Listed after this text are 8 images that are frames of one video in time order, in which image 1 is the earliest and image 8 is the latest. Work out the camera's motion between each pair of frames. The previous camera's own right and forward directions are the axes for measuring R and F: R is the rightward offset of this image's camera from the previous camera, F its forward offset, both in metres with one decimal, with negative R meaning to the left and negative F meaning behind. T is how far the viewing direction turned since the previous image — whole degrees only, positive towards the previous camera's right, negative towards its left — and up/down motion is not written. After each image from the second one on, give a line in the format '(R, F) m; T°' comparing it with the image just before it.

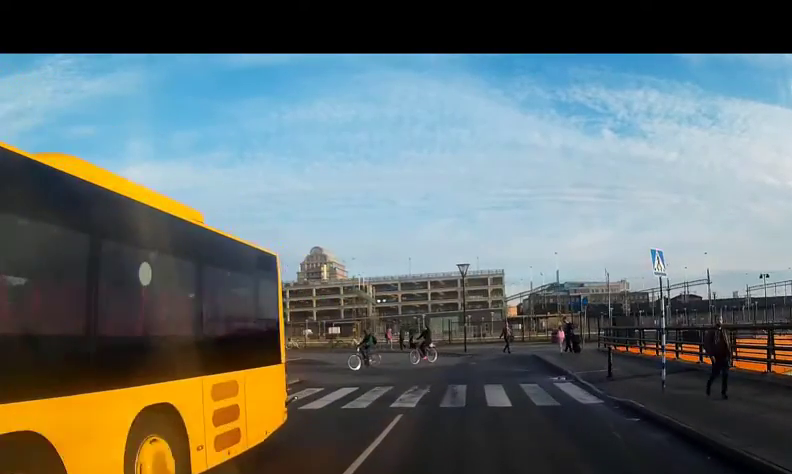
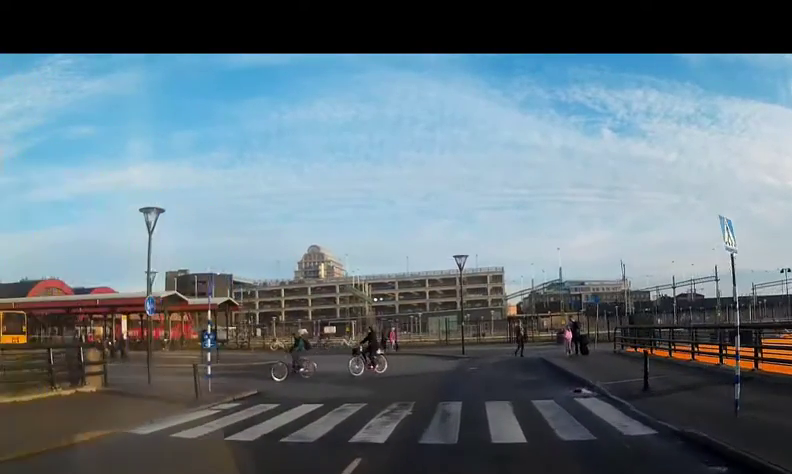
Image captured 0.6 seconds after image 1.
(0.0, +3.6) m; -1°
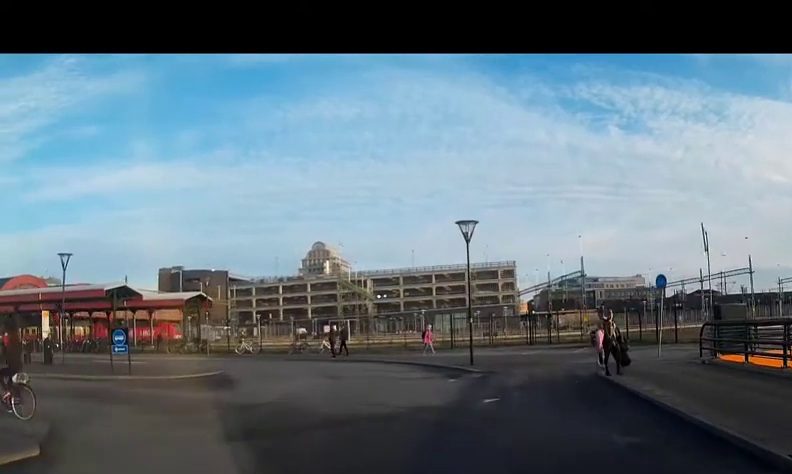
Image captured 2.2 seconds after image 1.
(+0.1, +9.2) m; +1°
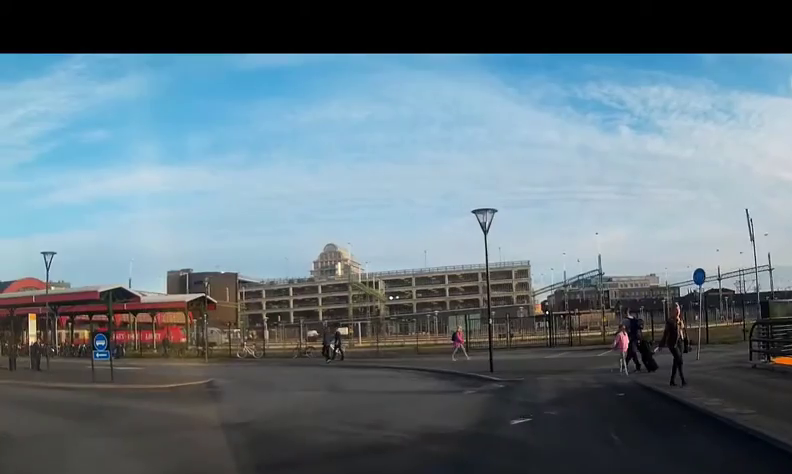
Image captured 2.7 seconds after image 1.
(+0.1, +2.7) m; -2°
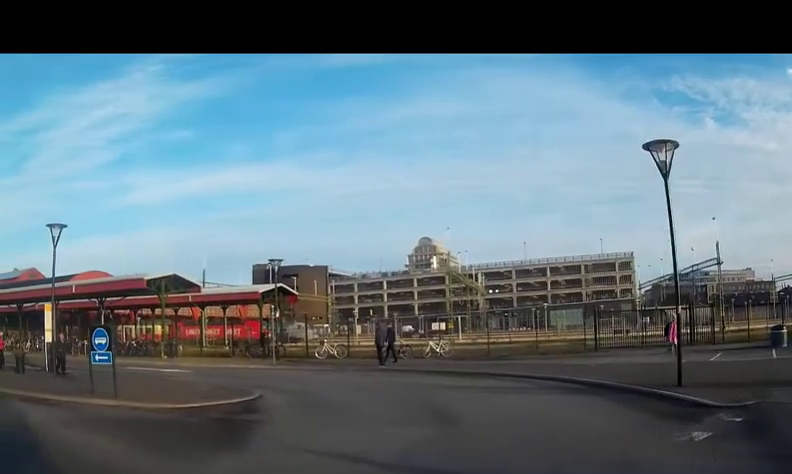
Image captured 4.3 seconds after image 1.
(-1.5, +5.6) m; -38°
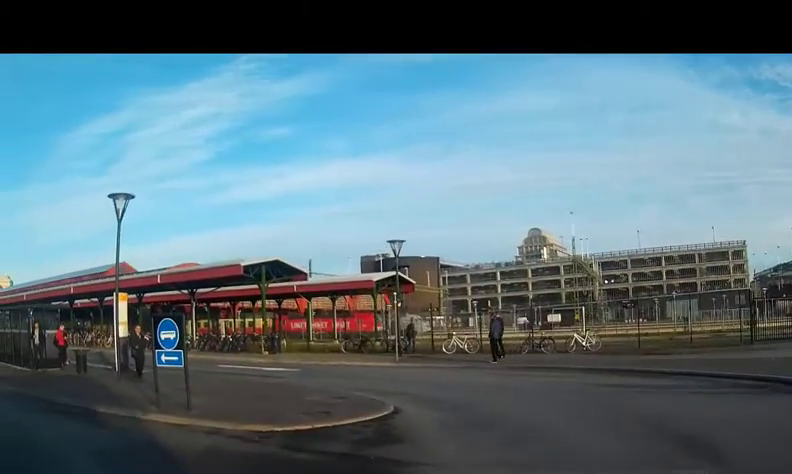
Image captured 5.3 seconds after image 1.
(-0.7, +3.3) m; -23°
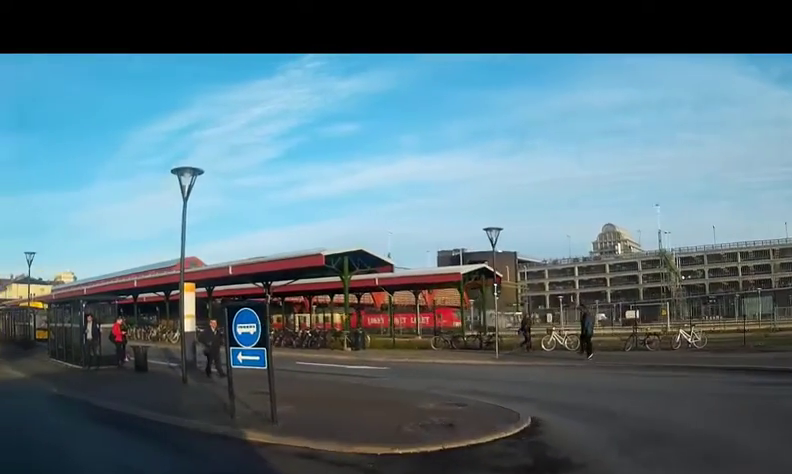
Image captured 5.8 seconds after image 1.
(-0.1, +1.8) m; -11°
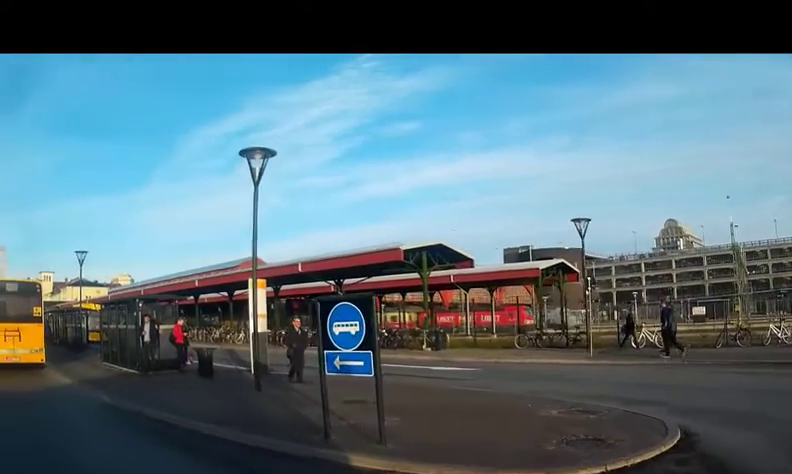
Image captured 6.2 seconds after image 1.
(-0.3, +1.4) m; -8°
